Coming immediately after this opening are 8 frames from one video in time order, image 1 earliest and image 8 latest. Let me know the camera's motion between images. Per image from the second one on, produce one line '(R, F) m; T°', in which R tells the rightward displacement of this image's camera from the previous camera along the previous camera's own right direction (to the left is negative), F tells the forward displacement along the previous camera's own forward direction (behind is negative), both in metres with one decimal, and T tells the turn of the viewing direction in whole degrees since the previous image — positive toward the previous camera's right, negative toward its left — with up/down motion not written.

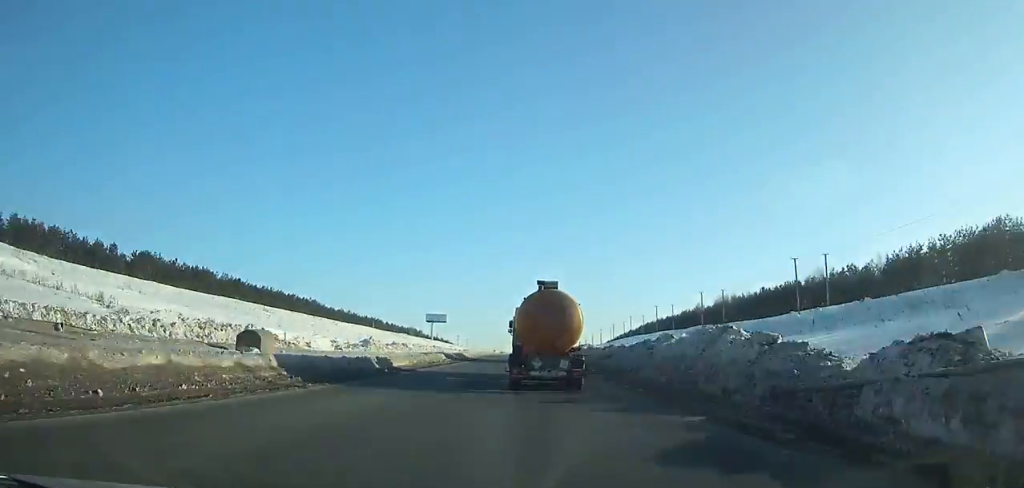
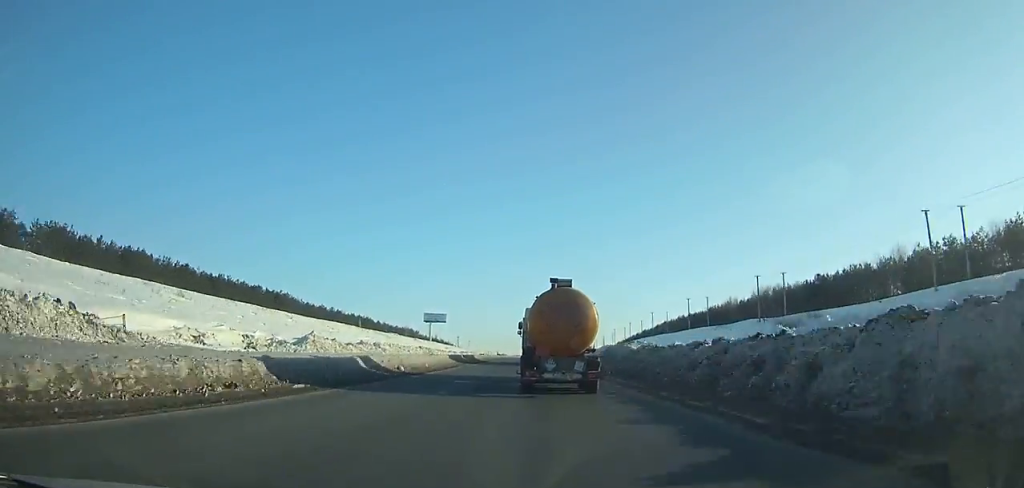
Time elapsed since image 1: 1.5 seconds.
(+0.3, +31.9) m; 0°
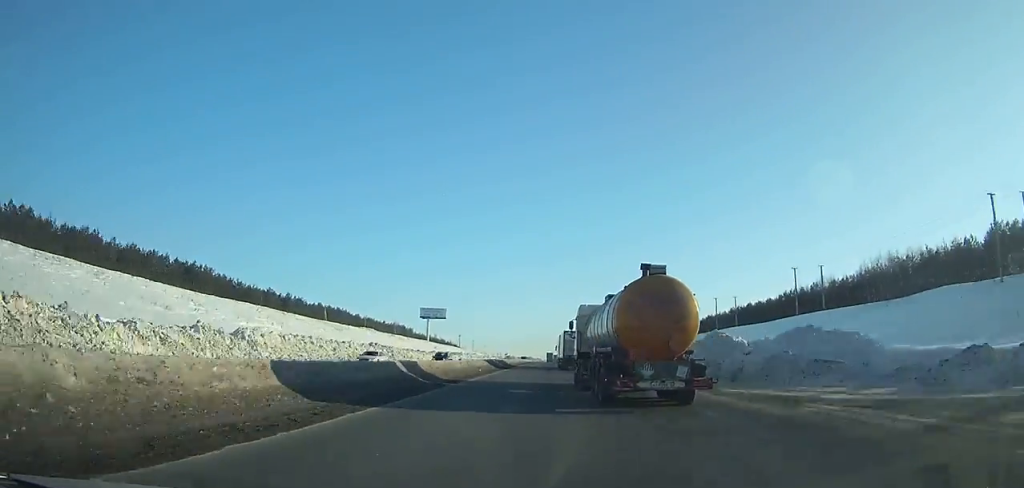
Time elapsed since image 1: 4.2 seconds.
(-0.7, +58.7) m; 0°
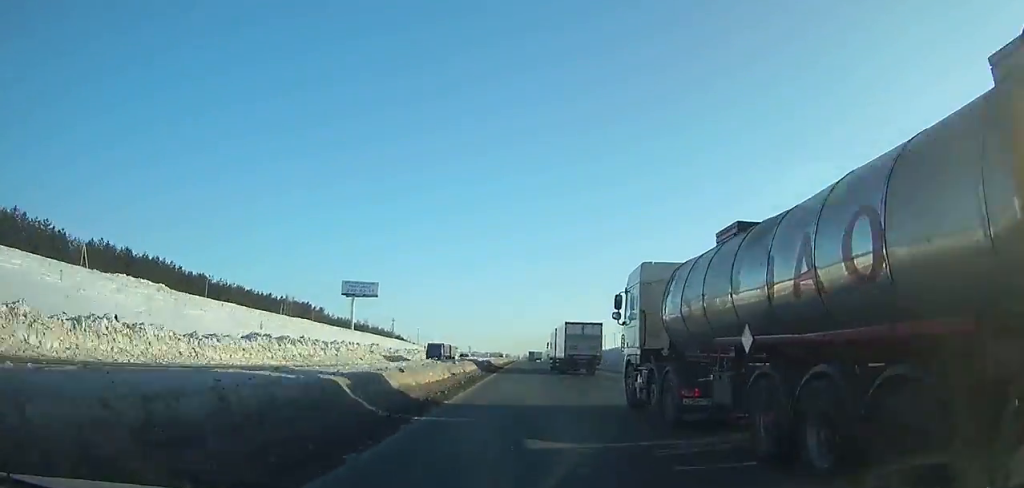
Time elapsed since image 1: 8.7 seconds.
(+2.5, +102.1) m; +2°
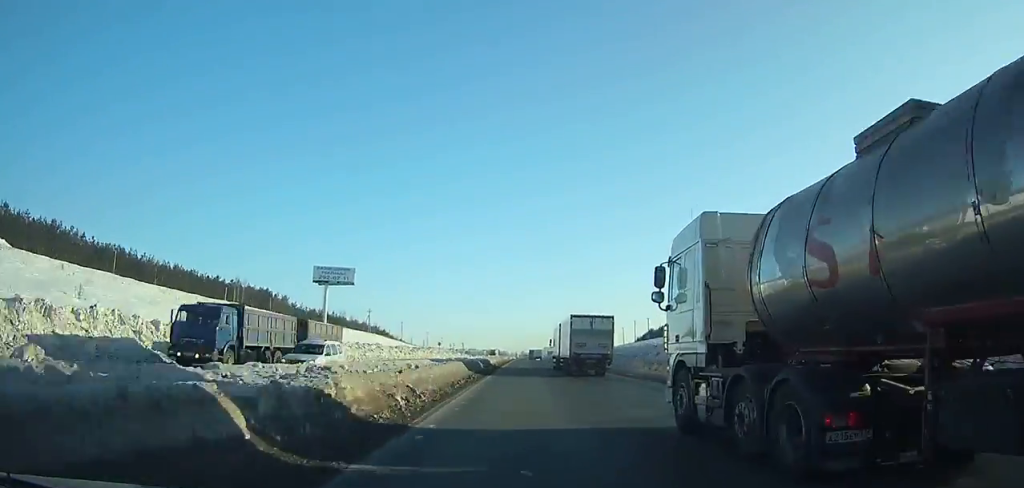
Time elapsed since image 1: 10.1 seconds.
(+0.2, +32.6) m; 0°
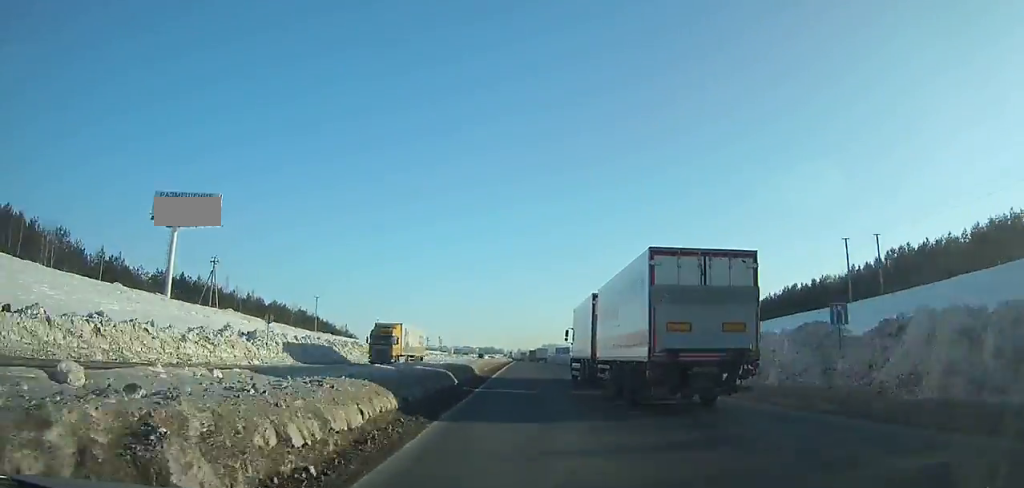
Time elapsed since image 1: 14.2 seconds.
(+0.2, +97.5) m; 0°
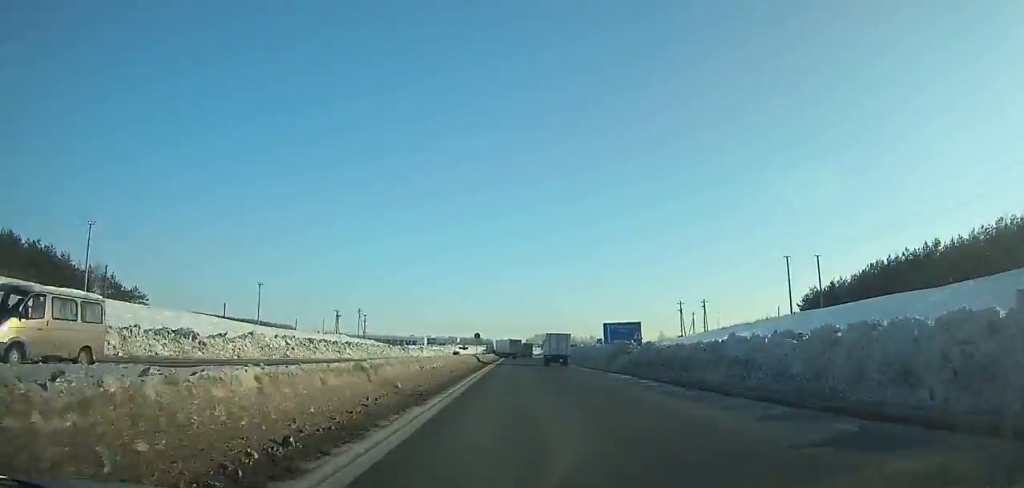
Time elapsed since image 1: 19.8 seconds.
(+0.8, +127.7) m; +1°
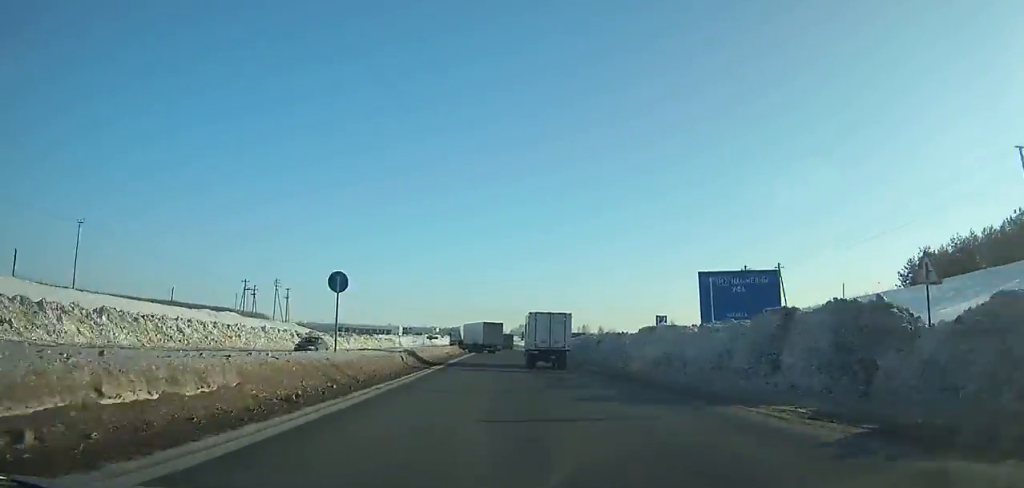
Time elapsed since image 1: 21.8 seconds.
(+0.3, +39.3) m; 0°
